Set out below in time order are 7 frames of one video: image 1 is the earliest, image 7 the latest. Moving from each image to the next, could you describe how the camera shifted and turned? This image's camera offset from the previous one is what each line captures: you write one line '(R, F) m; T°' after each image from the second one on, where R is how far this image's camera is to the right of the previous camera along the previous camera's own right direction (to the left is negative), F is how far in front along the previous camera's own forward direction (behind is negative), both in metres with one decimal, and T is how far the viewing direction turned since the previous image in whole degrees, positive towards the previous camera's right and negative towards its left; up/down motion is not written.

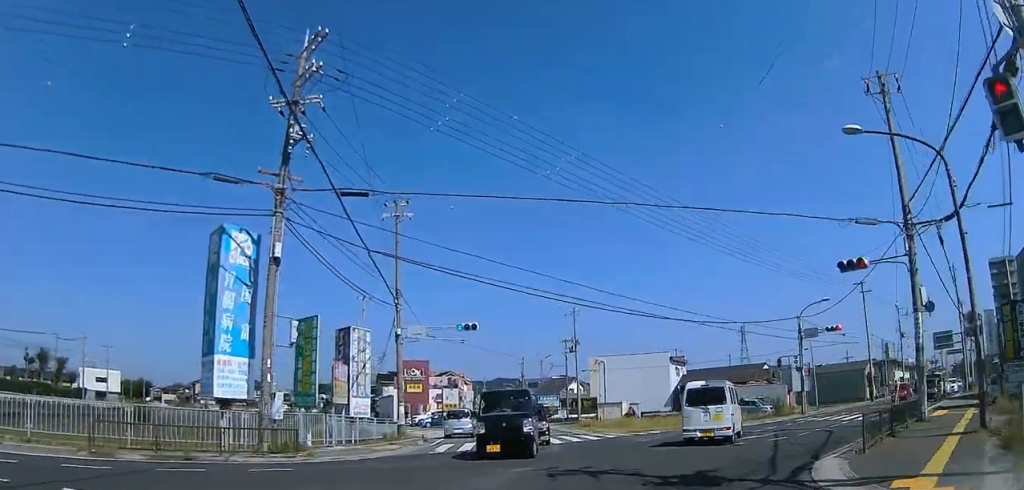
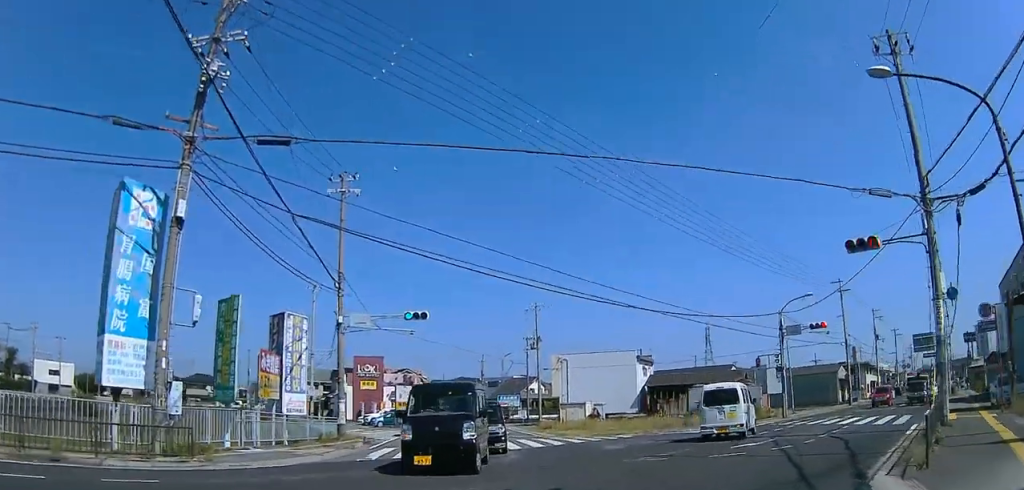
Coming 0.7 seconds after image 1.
(0.0, +4.0) m; +5°
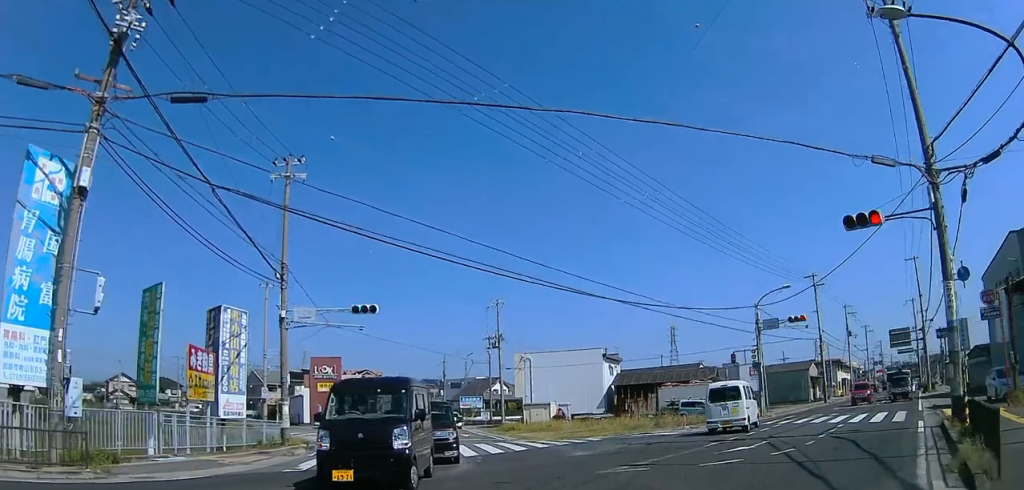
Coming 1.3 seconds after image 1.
(+0.2, +2.8) m; +6°
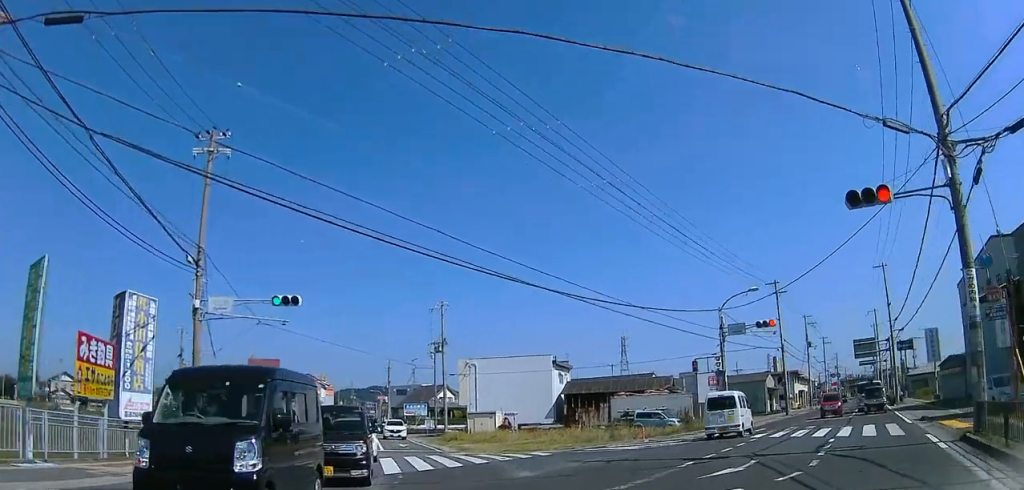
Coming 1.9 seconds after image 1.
(+0.2, +3.4) m; +7°
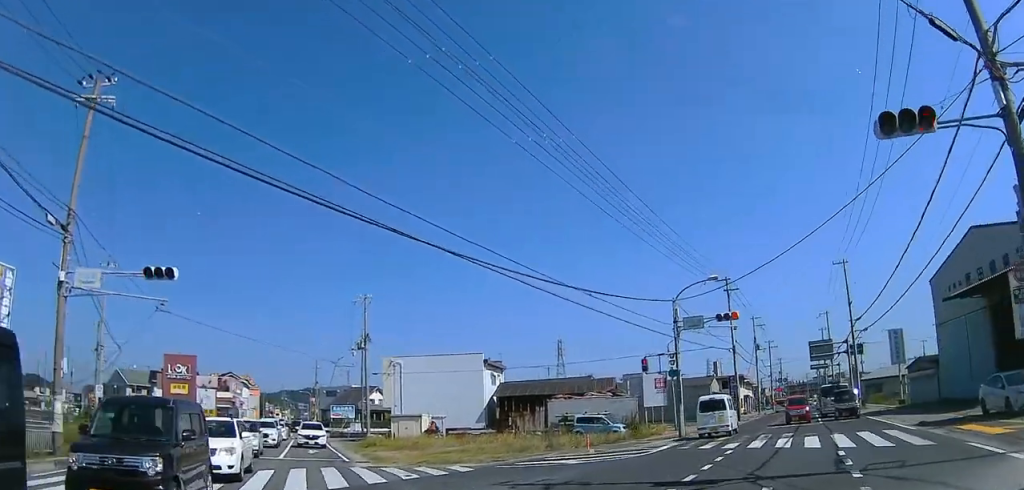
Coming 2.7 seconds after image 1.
(+0.2, +4.4) m; +6°
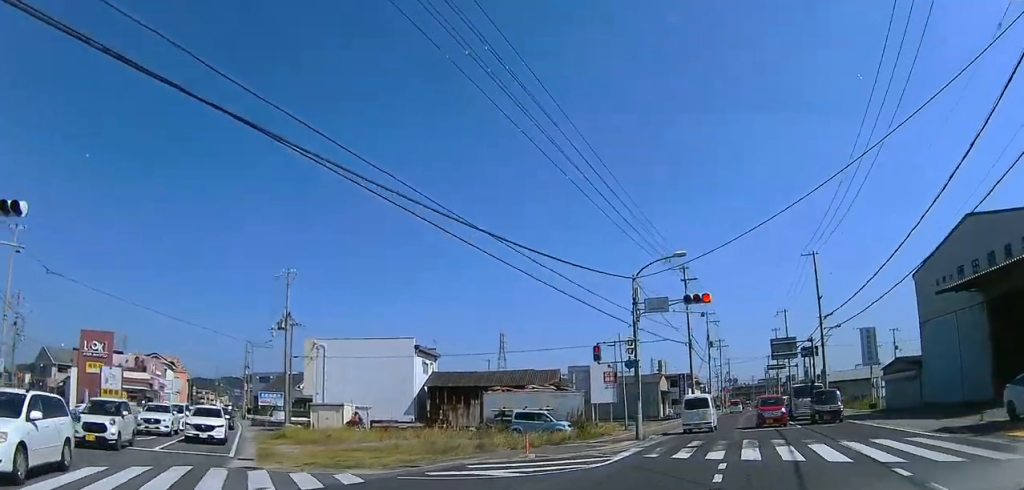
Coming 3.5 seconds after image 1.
(+0.4, +4.8) m; 0°
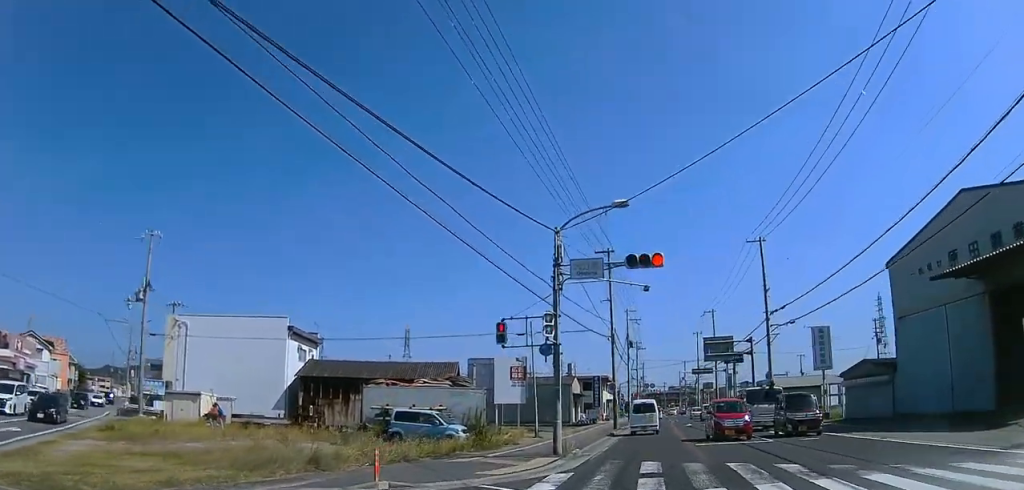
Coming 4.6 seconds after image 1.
(-0.5, +7.8) m; +12°
